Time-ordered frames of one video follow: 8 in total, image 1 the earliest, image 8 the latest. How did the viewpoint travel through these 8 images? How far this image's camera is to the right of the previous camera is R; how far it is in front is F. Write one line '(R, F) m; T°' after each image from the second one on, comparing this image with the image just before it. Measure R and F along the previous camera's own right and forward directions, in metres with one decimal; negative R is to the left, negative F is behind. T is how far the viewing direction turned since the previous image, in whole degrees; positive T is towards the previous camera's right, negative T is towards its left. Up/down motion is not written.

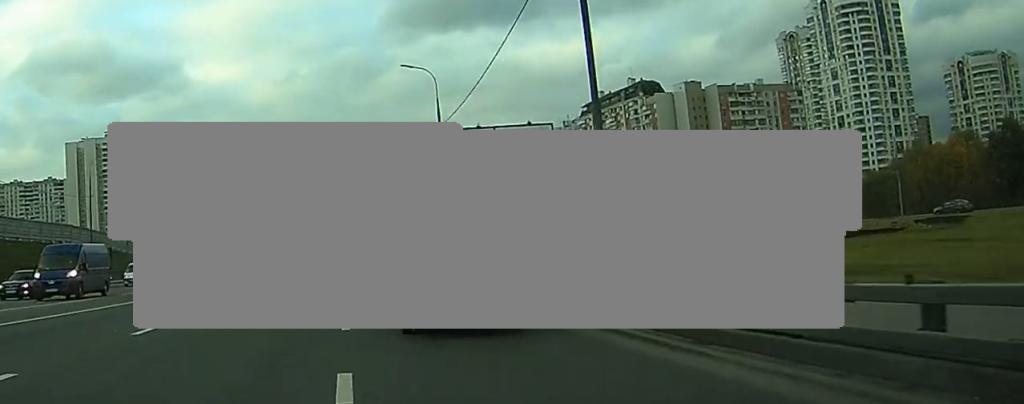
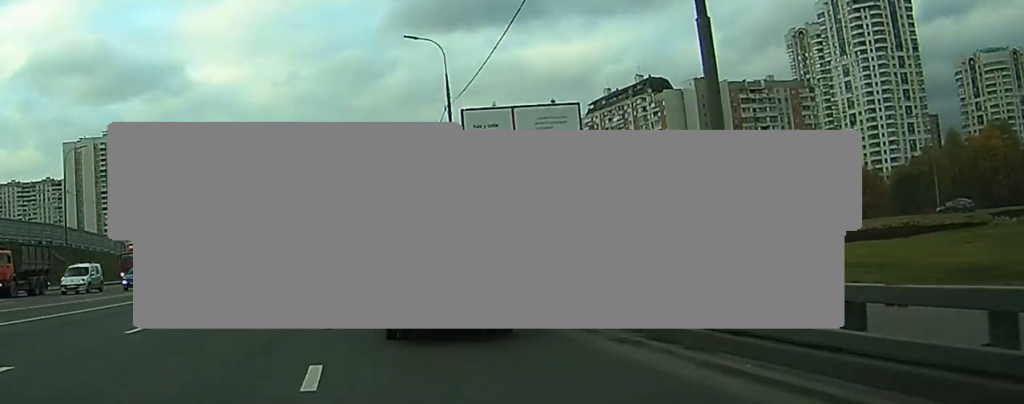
(+0.3, +7.0) m; +2°
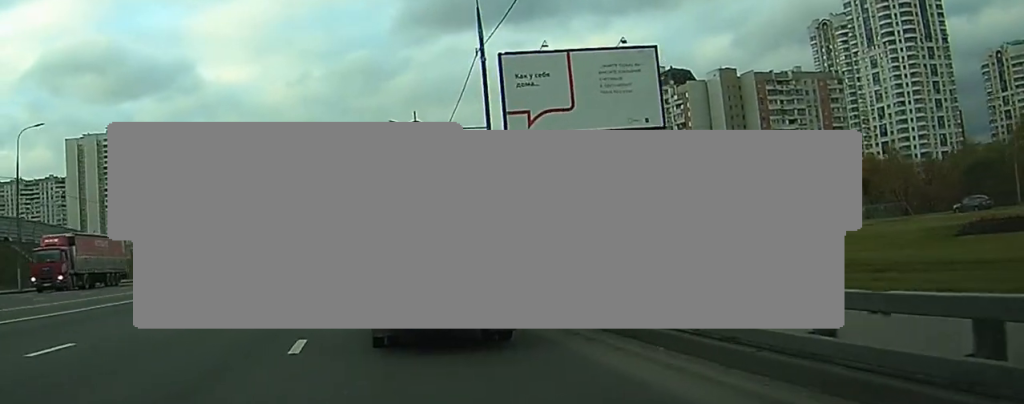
(-0.1, +12.0) m; -1°
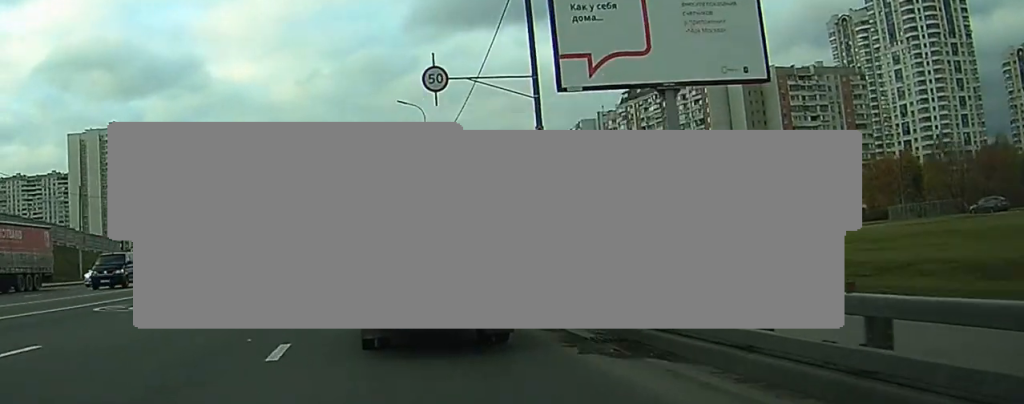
(-0.1, +9.0) m; +1°
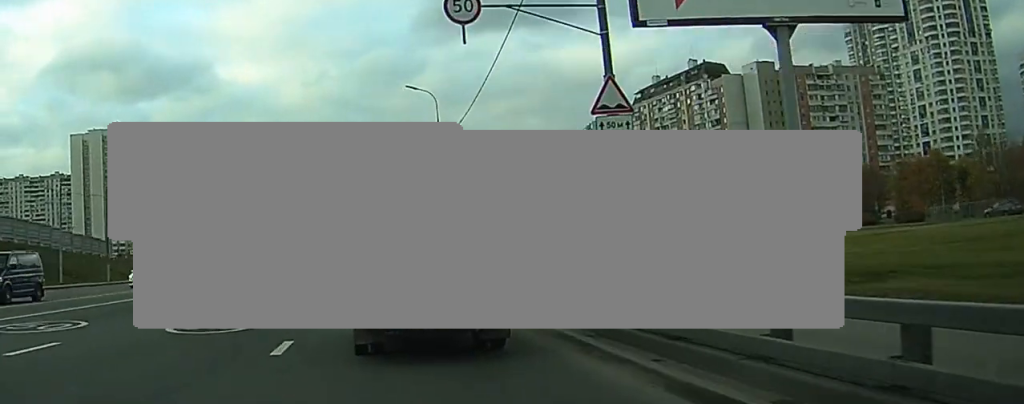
(-0.1, +7.2) m; +1°
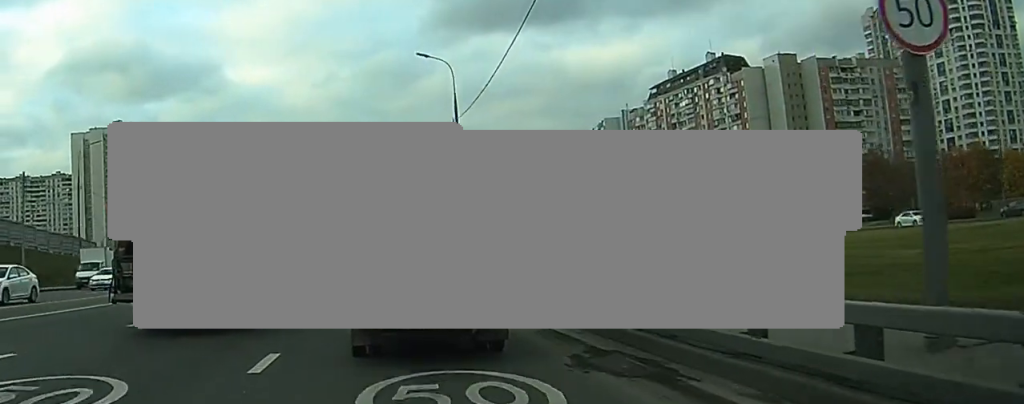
(+0.3, +10.4) m; +1°
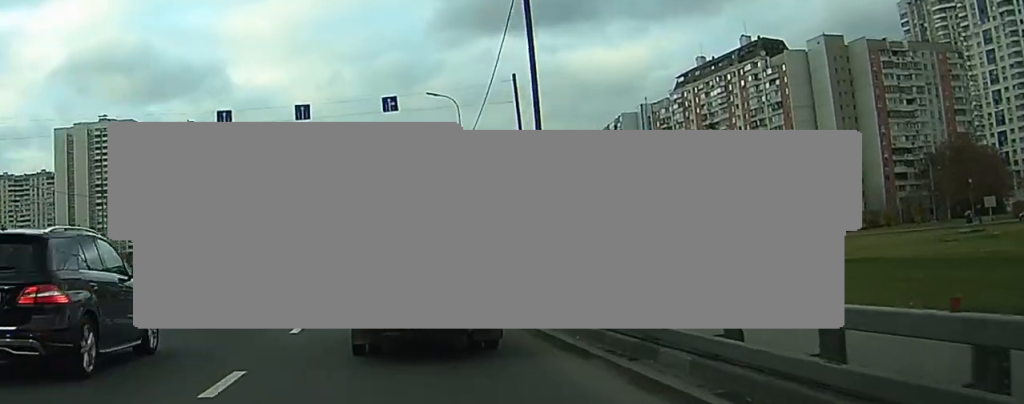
(0.0, +26.8) m; 0°
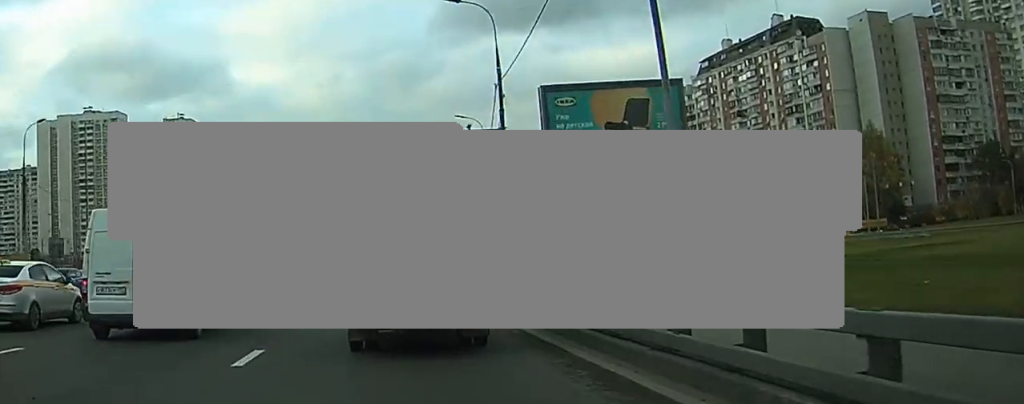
(-0.3, +21.2) m; -2°
